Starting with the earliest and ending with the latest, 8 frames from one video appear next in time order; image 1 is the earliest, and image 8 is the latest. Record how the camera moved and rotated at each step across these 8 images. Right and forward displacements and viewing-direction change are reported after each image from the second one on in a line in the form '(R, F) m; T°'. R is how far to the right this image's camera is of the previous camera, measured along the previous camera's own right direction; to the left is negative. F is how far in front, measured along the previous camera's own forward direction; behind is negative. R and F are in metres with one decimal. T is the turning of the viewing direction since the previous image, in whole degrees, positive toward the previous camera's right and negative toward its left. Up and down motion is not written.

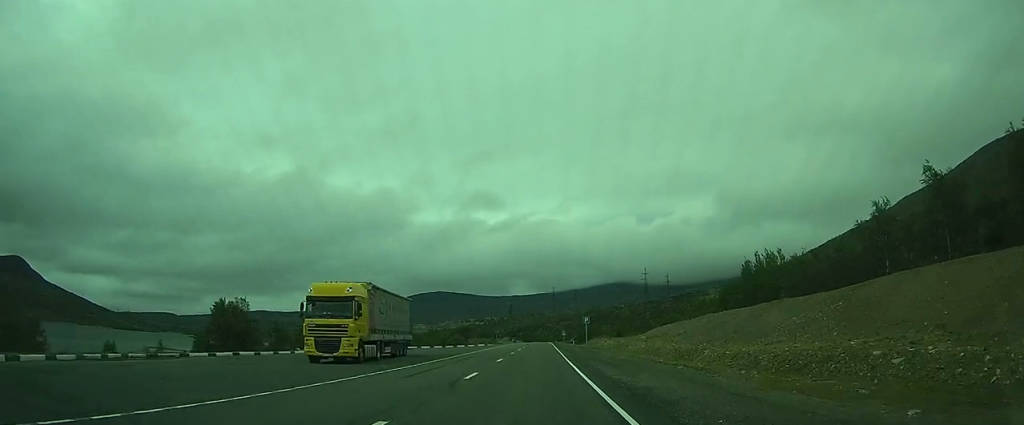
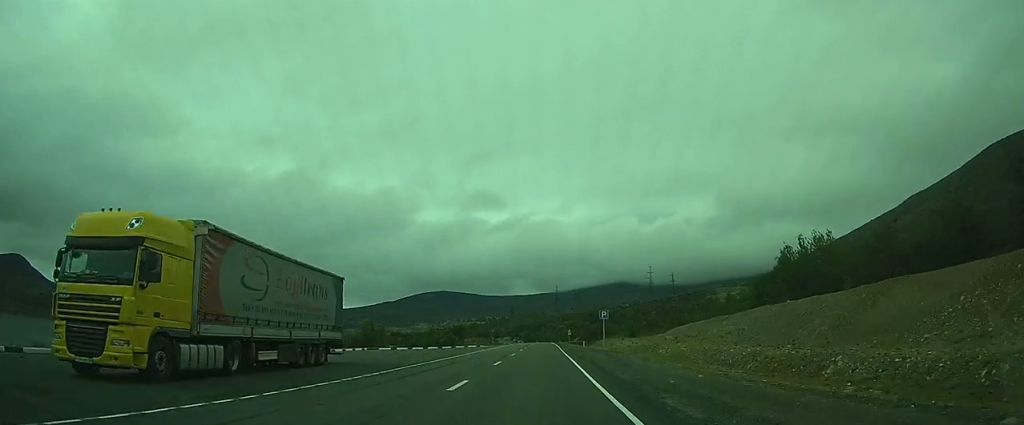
(+0.1, +16.3) m; 0°
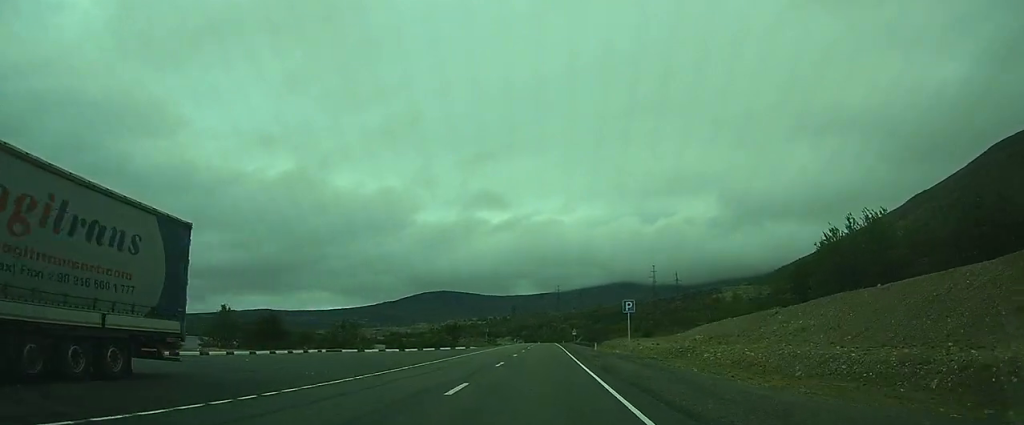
(0.0, +13.5) m; 0°
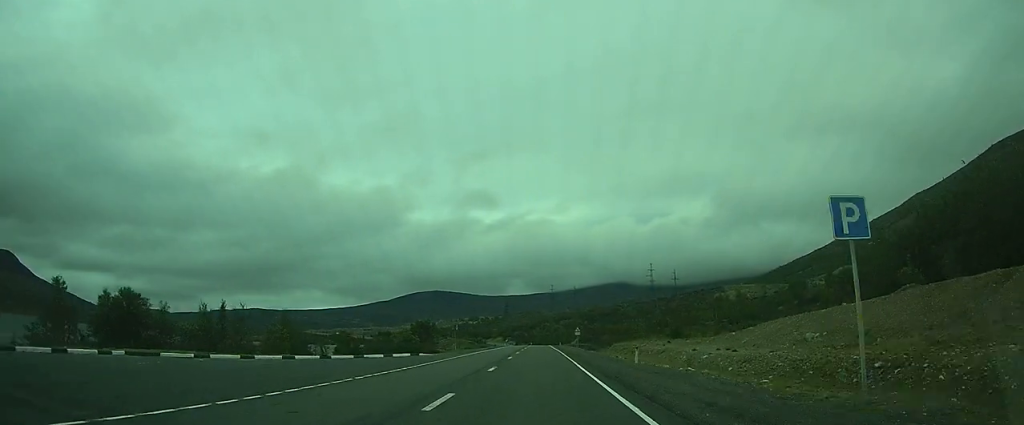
(+0.3, +27.1) m; +1°
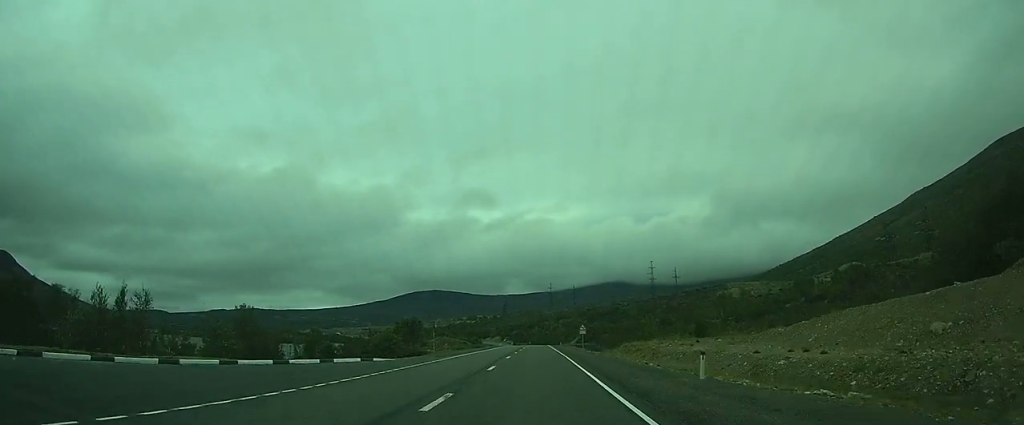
(0.0, +12.1) m; 0°
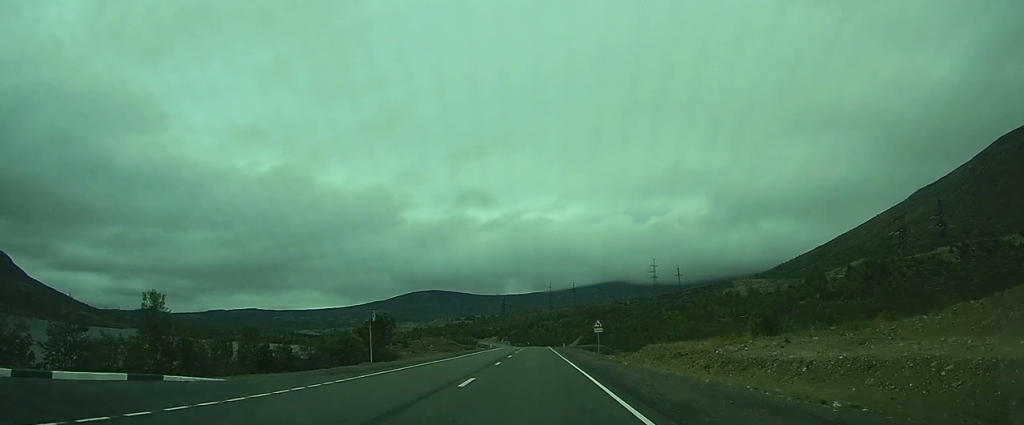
(-0.2, +19.3) m; -1°
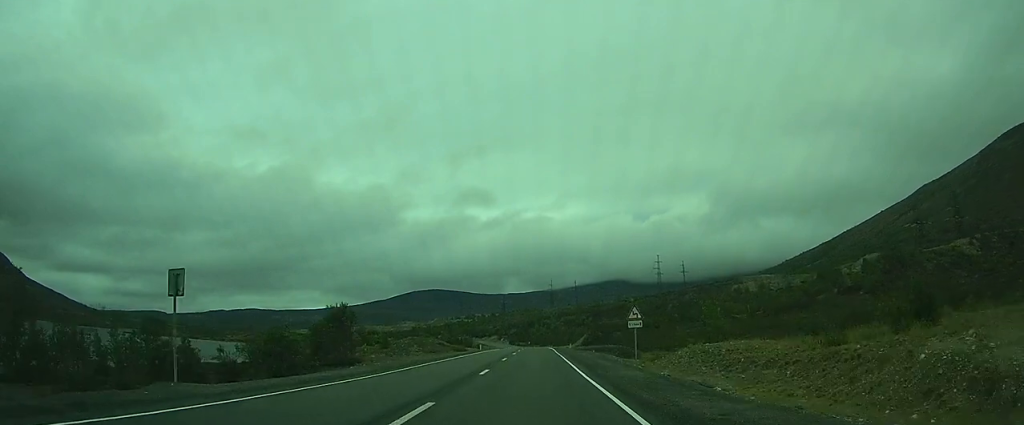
(-0.2, +18.6) m; 0°
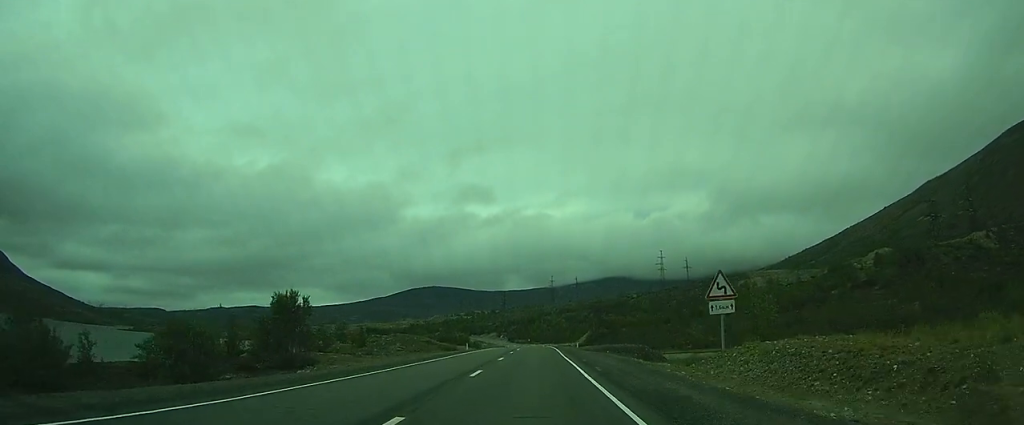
(+0.2, +14.3) m; +1°
